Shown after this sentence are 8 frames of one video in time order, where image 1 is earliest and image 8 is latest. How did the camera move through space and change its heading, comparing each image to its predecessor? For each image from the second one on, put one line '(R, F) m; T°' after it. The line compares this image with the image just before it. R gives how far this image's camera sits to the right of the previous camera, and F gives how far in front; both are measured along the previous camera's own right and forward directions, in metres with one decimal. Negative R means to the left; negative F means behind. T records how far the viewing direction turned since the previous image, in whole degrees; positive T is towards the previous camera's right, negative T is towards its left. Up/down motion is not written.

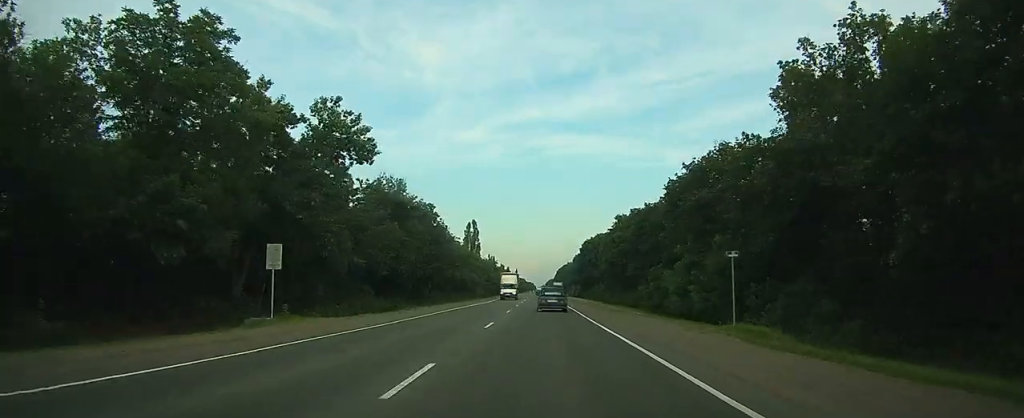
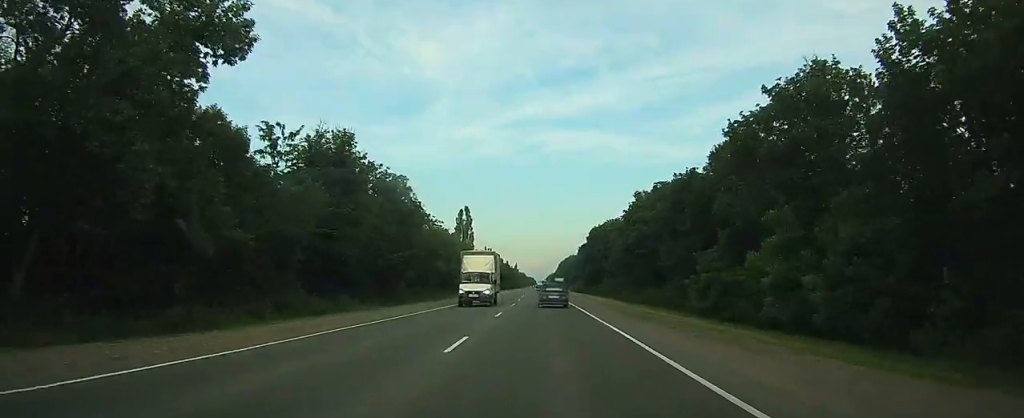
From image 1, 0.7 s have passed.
(0.0, +20.0) m; 0°
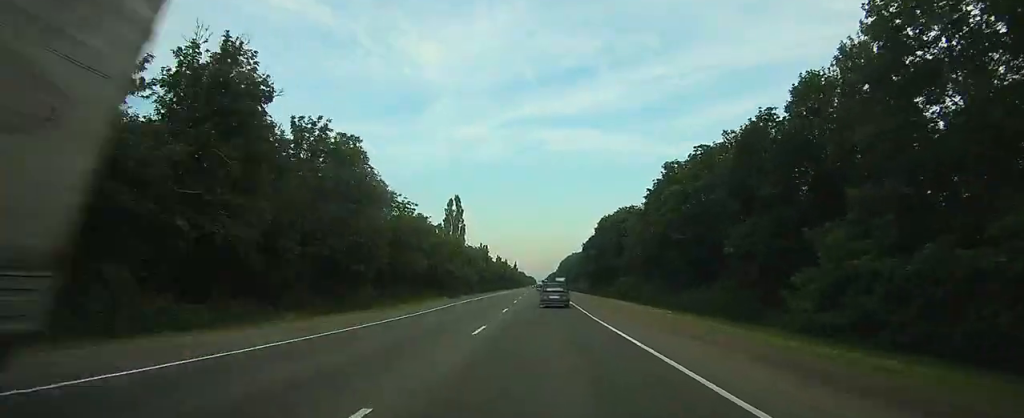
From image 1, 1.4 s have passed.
(0.0, +20.0) m; 0°
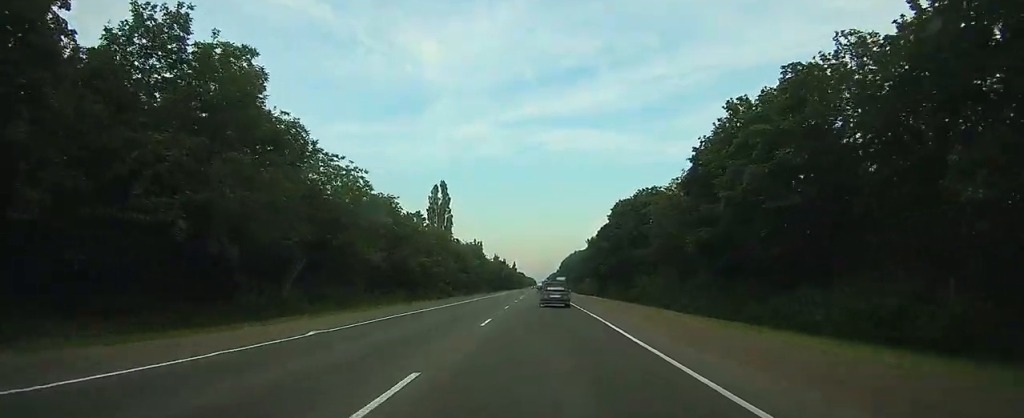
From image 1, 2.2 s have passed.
(0.0, +21.9) m; 0°
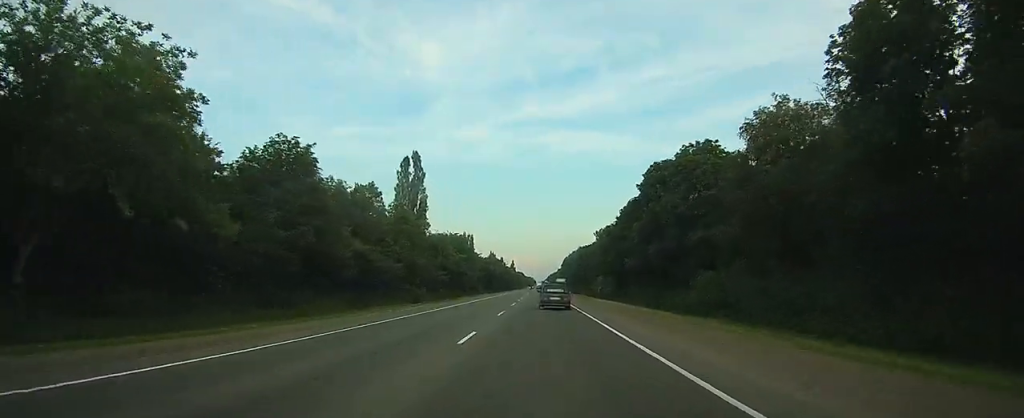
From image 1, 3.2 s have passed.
(0.0, +28.5) m; 0°
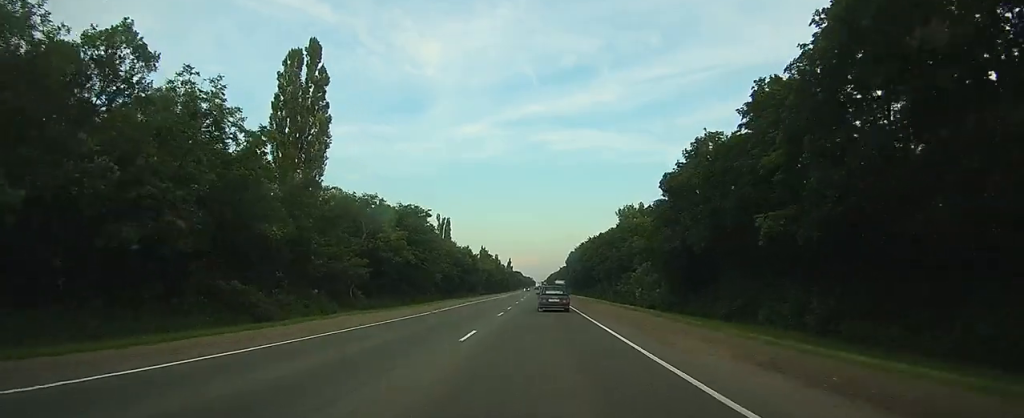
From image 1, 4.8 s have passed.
(+0.1, +47.5) m; 0°
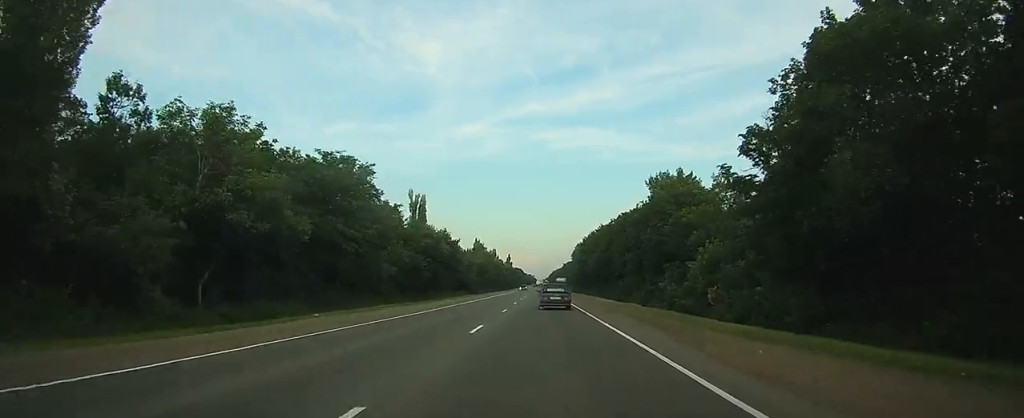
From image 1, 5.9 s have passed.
(0.0, +31.2) m; 0°
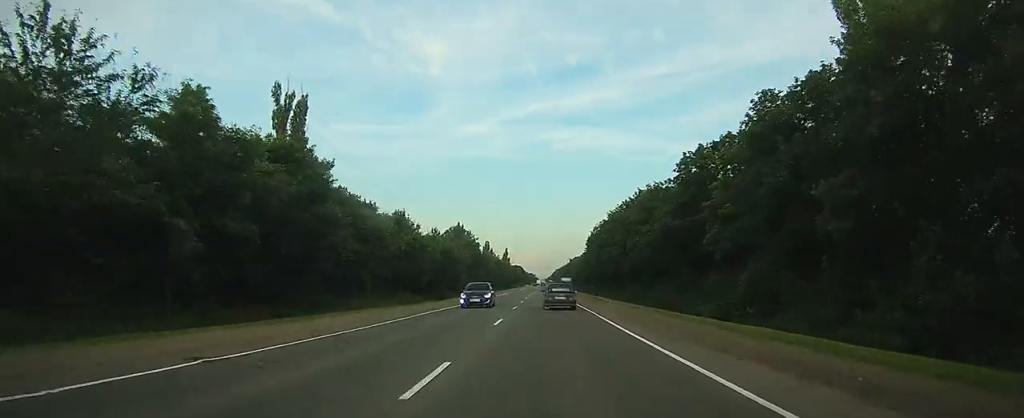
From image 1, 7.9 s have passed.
(-0.7, +56.2) m; -1°
